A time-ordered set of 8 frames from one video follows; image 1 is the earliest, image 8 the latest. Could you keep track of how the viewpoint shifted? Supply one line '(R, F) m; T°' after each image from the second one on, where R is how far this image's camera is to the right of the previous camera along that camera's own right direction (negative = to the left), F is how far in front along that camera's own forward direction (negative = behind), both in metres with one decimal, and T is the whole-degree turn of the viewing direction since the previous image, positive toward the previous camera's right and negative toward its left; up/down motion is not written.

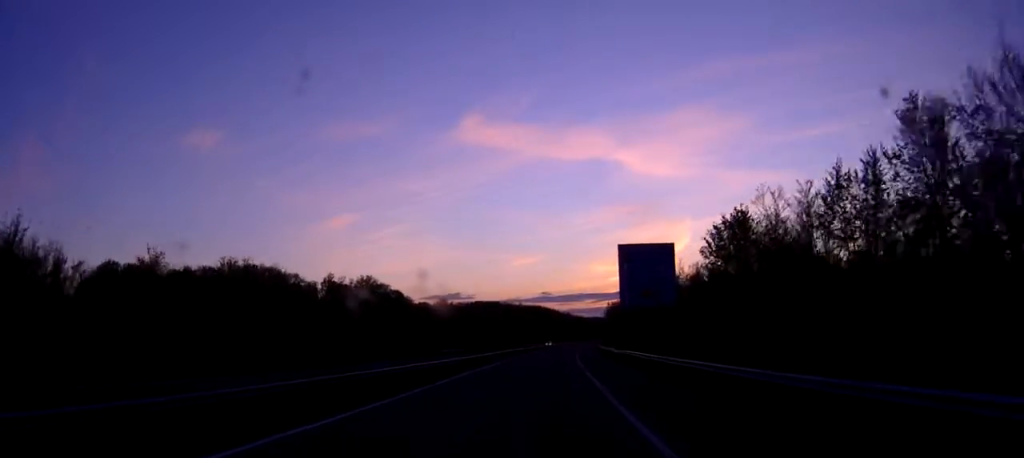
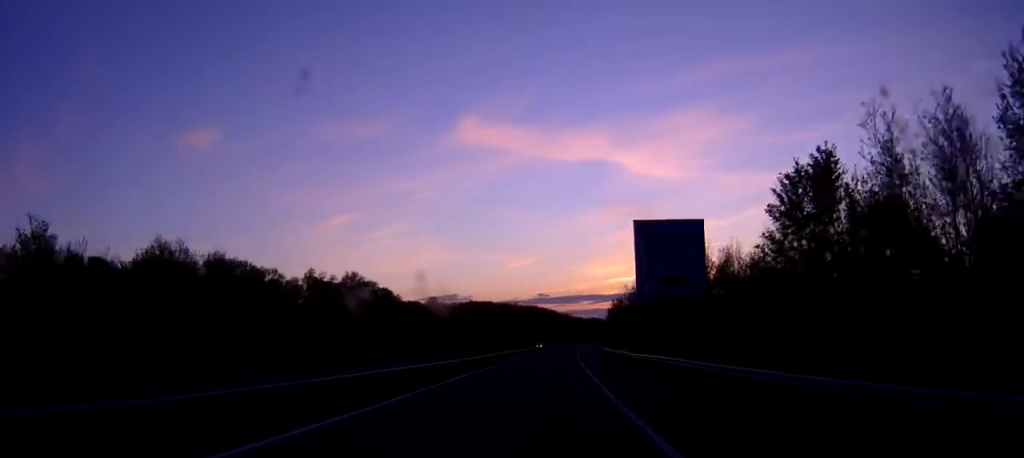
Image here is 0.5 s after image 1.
(0.0, +13.4) m; 0°
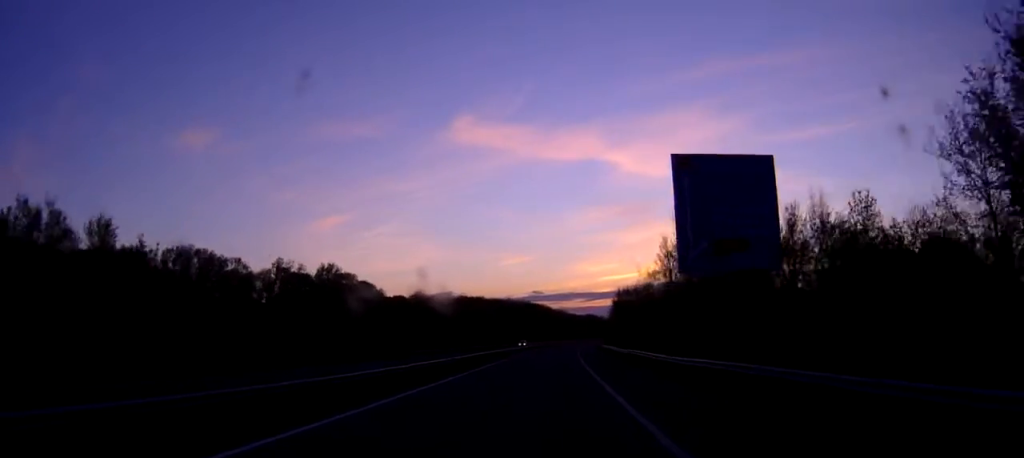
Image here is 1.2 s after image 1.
(+0.1, +17.9) m; 0°
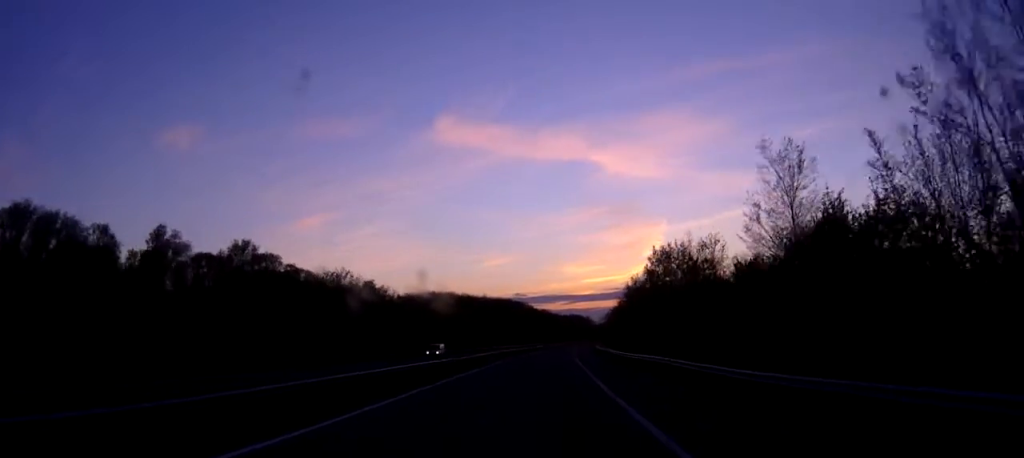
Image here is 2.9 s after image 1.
(+0.3, +46.5) m; +1°
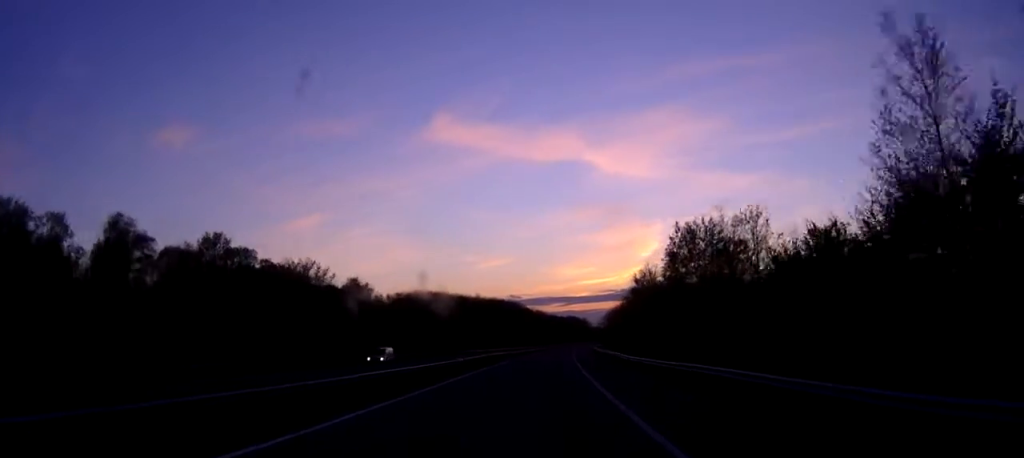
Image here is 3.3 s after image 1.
(-0.1, +11.6) m; 0°
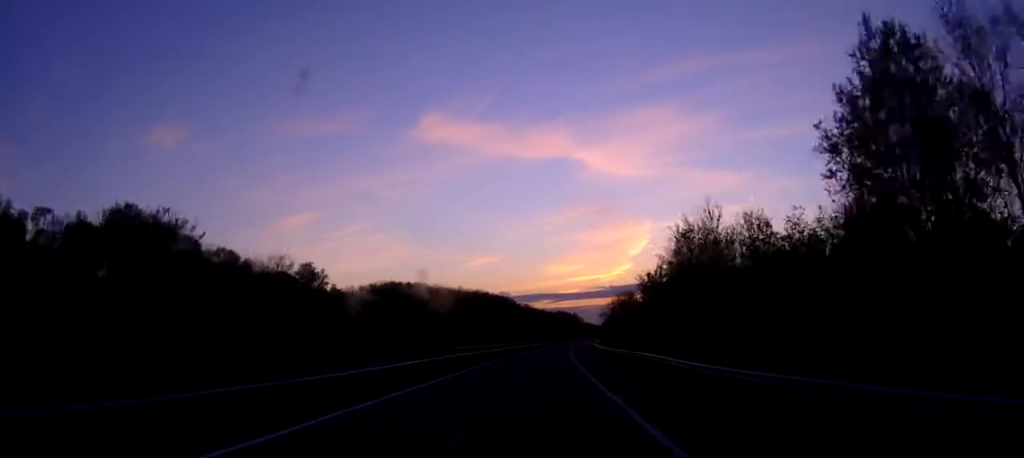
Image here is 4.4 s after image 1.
(+0.3, +29.5) m; +1°
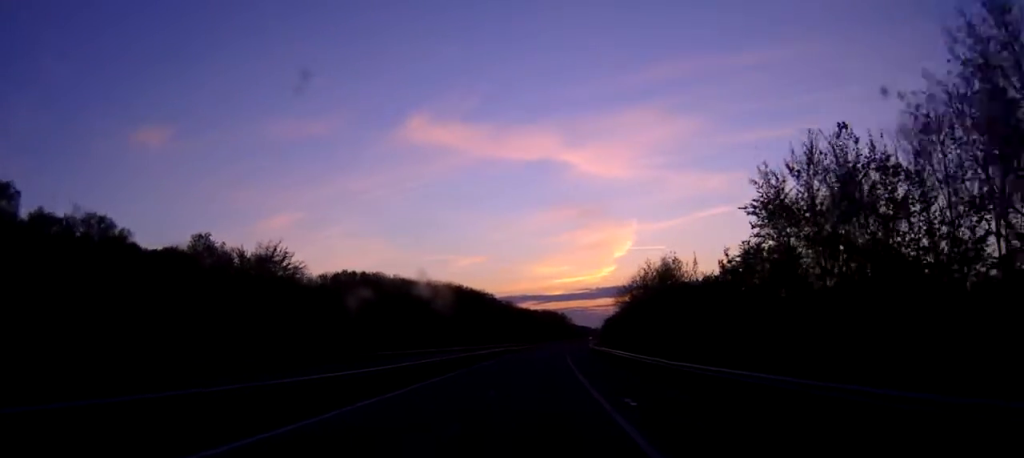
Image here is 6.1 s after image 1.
(+0.4, +44.8) m; +1°
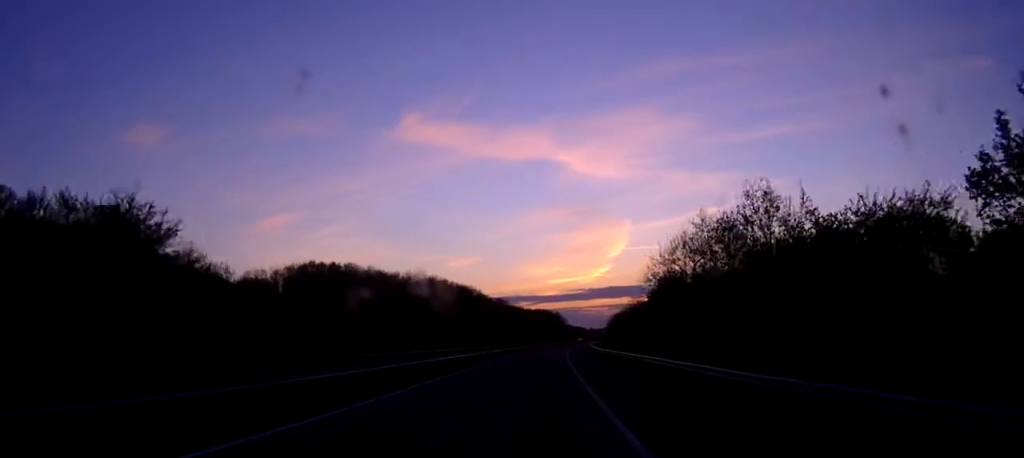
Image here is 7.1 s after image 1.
(+0.1, +26.0) m; 0°
